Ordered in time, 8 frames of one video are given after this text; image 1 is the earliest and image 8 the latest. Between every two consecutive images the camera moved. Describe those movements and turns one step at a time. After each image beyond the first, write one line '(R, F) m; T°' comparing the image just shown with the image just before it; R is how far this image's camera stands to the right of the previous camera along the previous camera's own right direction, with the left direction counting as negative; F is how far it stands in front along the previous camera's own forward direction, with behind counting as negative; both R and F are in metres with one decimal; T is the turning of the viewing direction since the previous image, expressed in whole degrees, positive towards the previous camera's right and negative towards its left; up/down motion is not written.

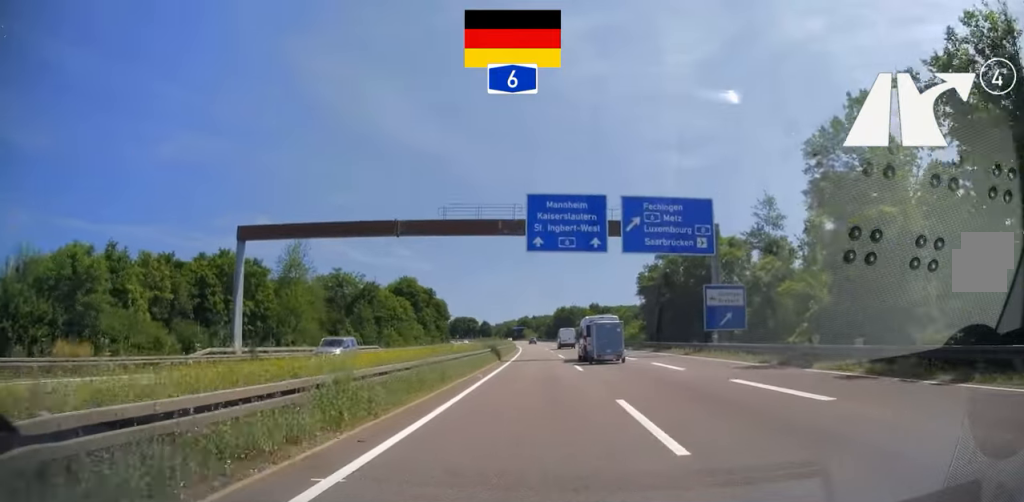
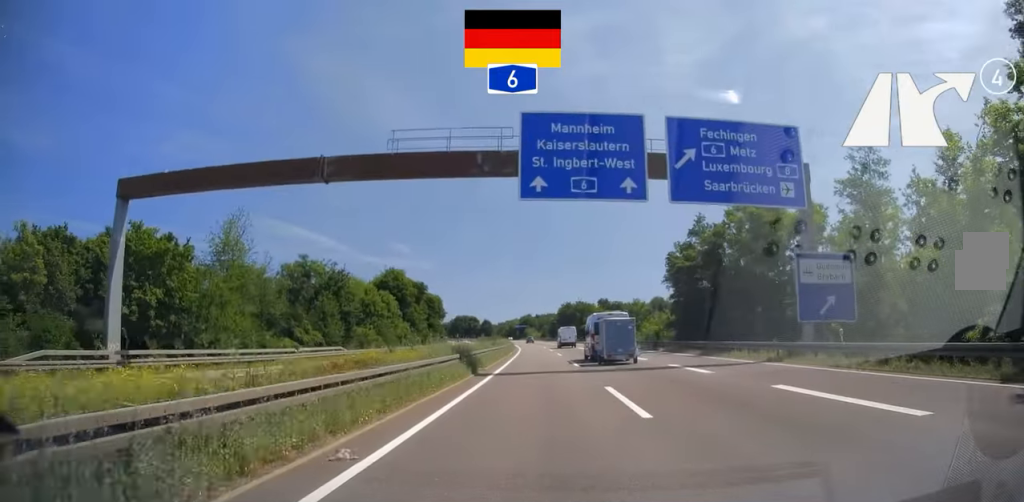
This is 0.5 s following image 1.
(0.0, +15.0) m; 0°
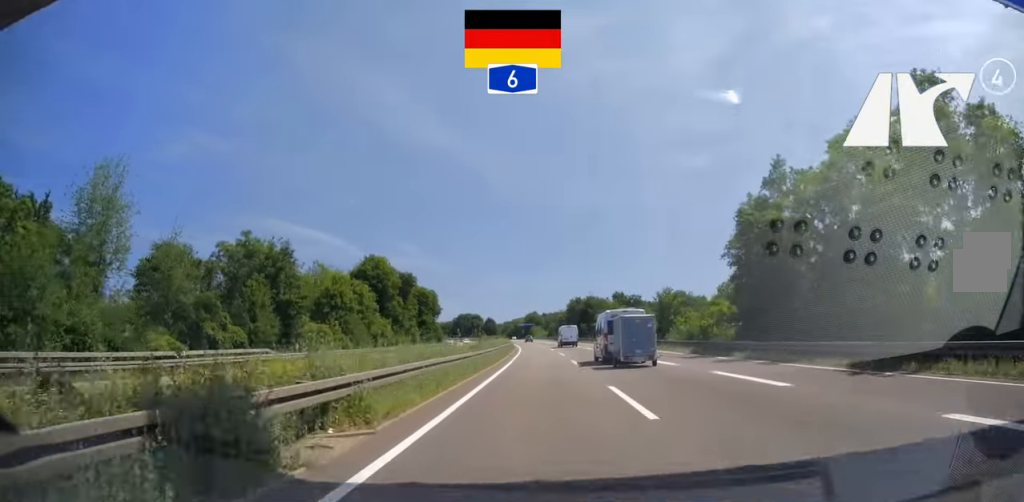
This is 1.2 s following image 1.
(0.0, +18.3) m; 0°
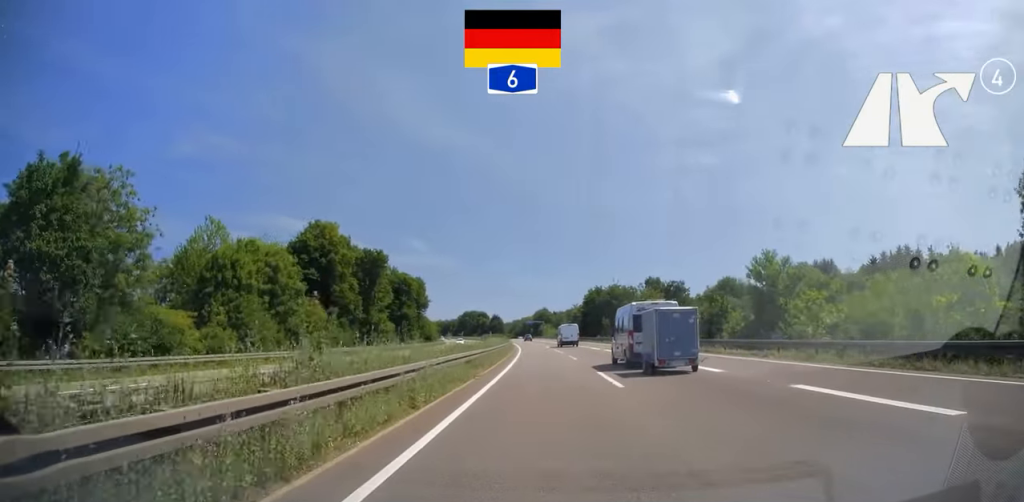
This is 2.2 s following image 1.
(-0.2, +30.0) m; -1°
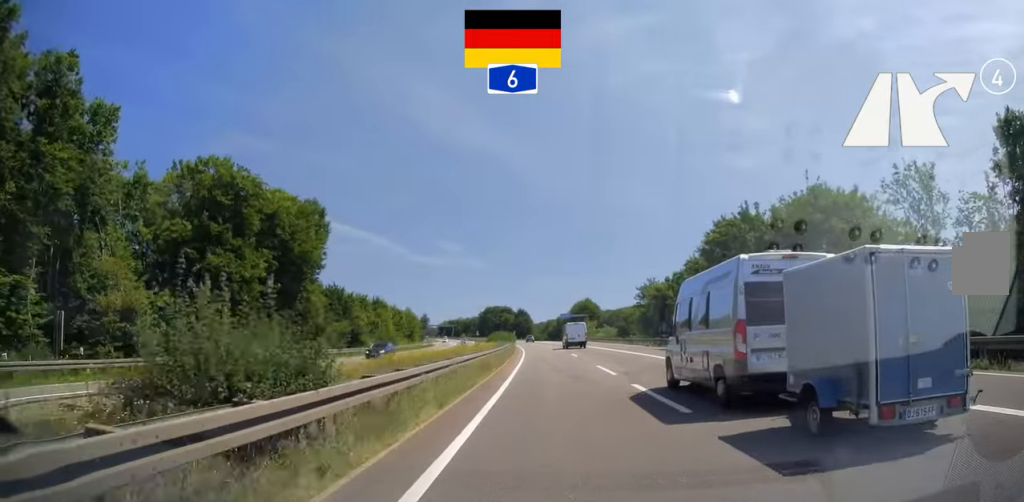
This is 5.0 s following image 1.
(-1.7, +76.8) m; -3°
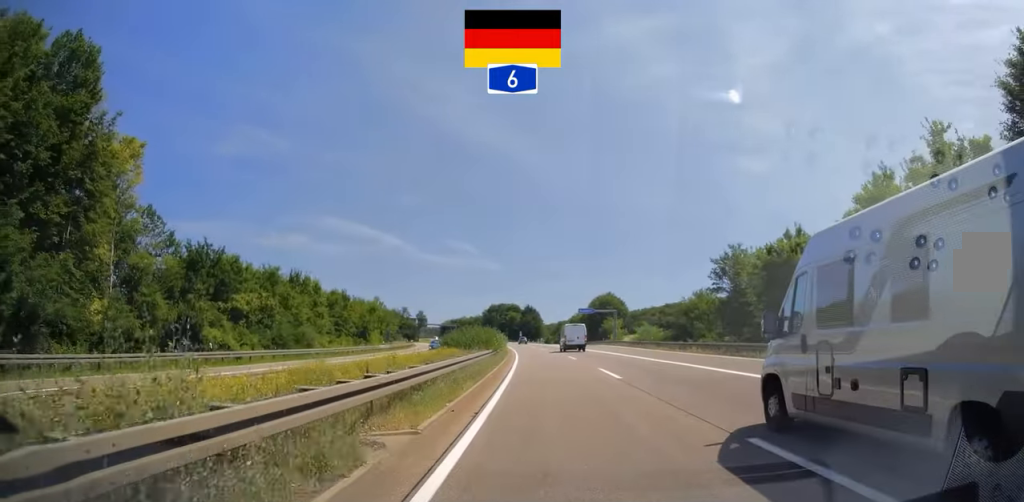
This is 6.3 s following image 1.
(-0.4, +36.4) m; -1°
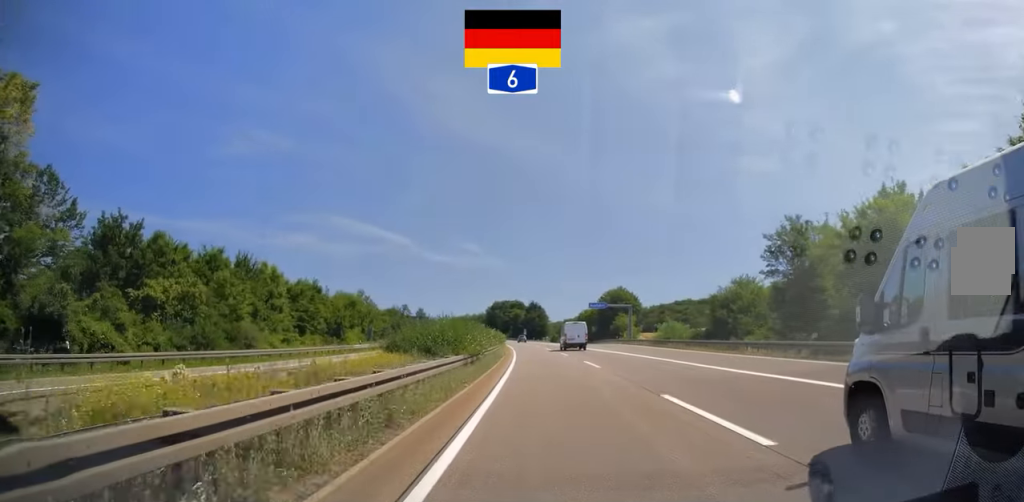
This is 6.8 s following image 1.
(-0.1, +12.6) m; 0°
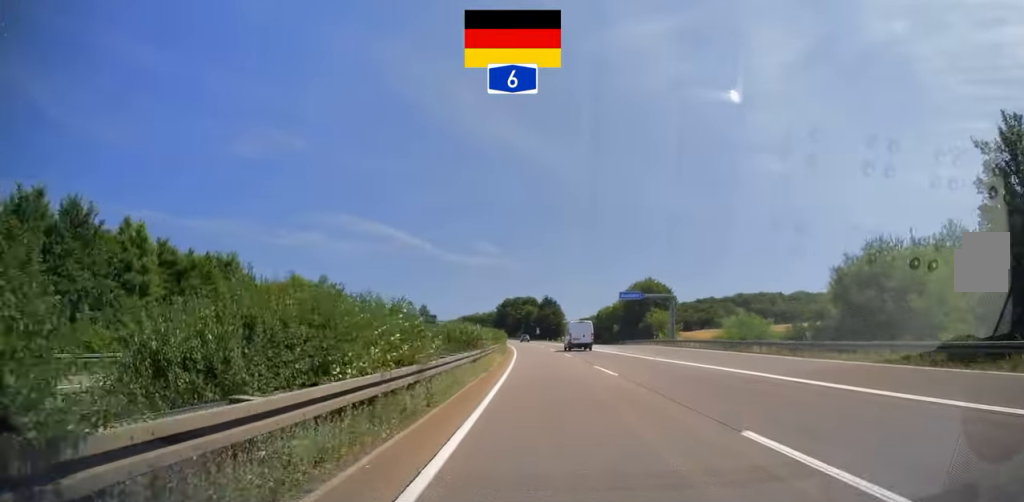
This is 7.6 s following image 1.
(0.0, +22.9) m; -1°
